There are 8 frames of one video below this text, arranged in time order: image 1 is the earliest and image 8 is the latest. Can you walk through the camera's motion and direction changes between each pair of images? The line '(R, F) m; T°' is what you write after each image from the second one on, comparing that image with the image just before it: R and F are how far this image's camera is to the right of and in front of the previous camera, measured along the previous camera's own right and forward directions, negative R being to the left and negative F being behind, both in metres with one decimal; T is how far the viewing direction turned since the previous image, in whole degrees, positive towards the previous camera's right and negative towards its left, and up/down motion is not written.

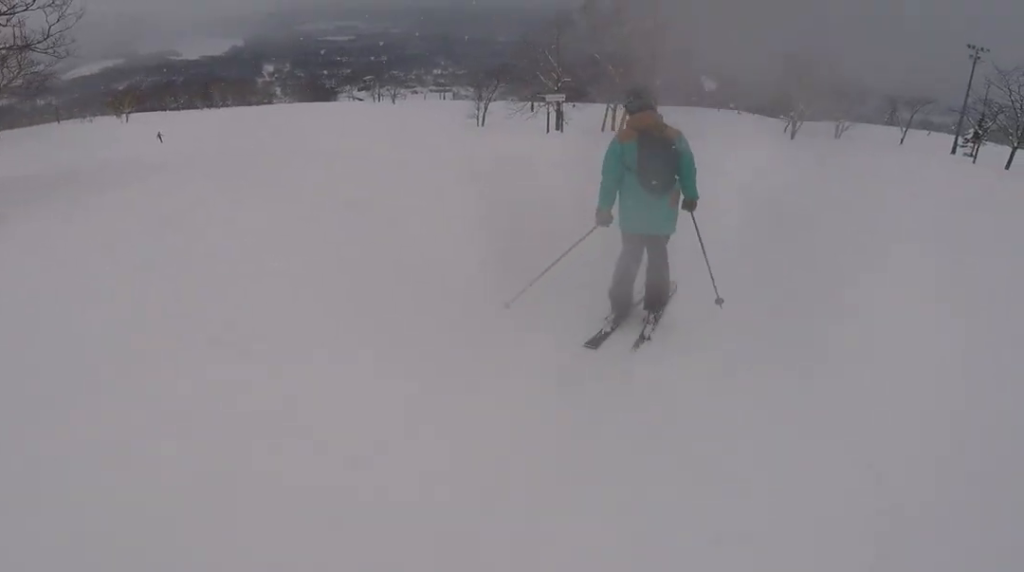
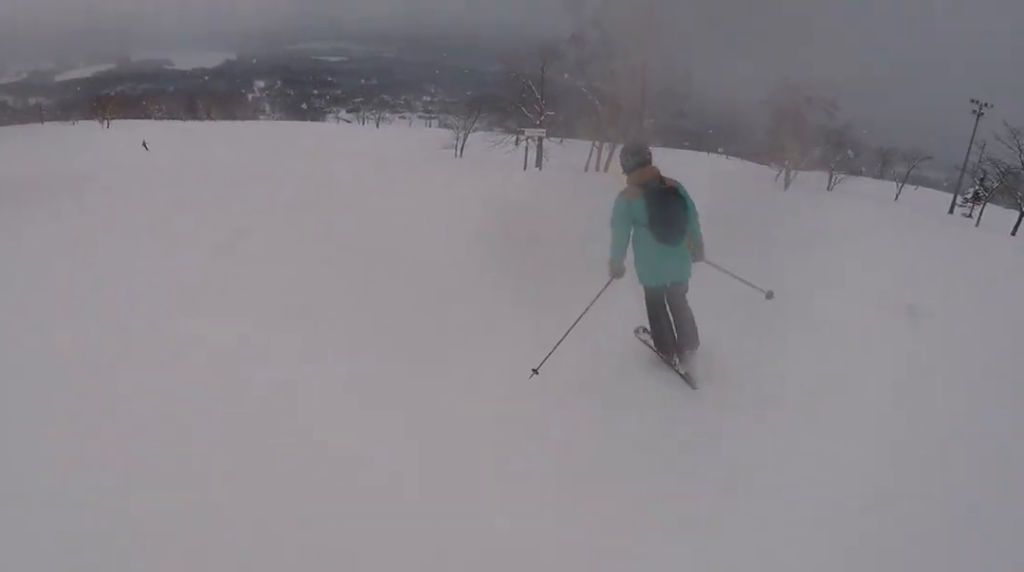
(-0.2, +4.0) m; -3°
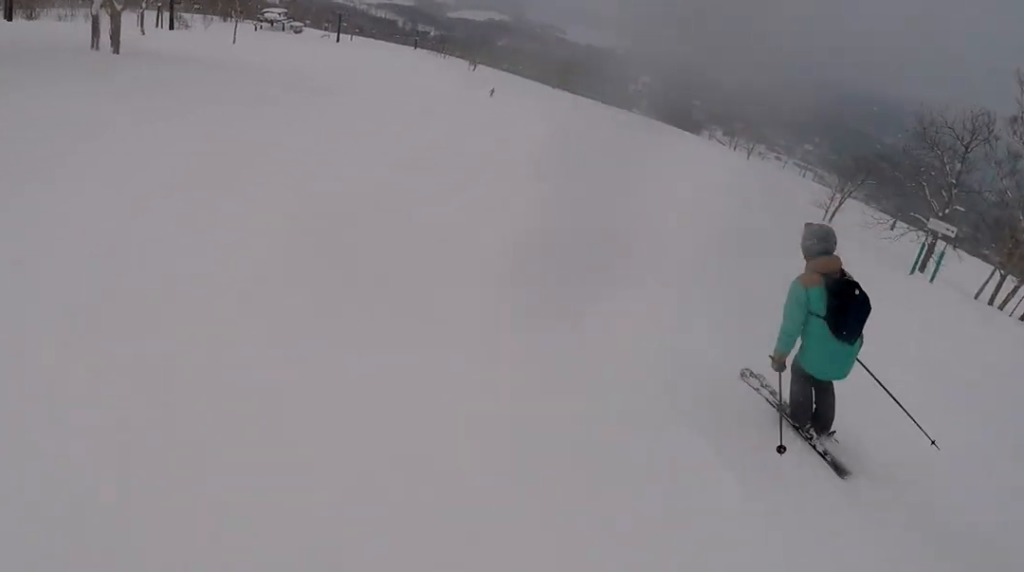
(-0.4, +8.2) m; -16°
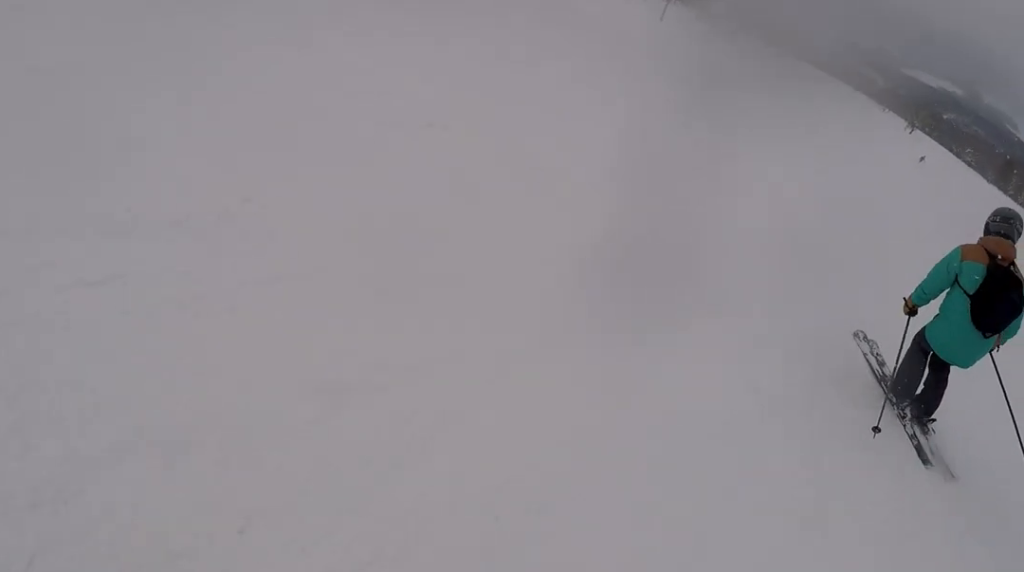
(-1.2, +5.7) m; -9°
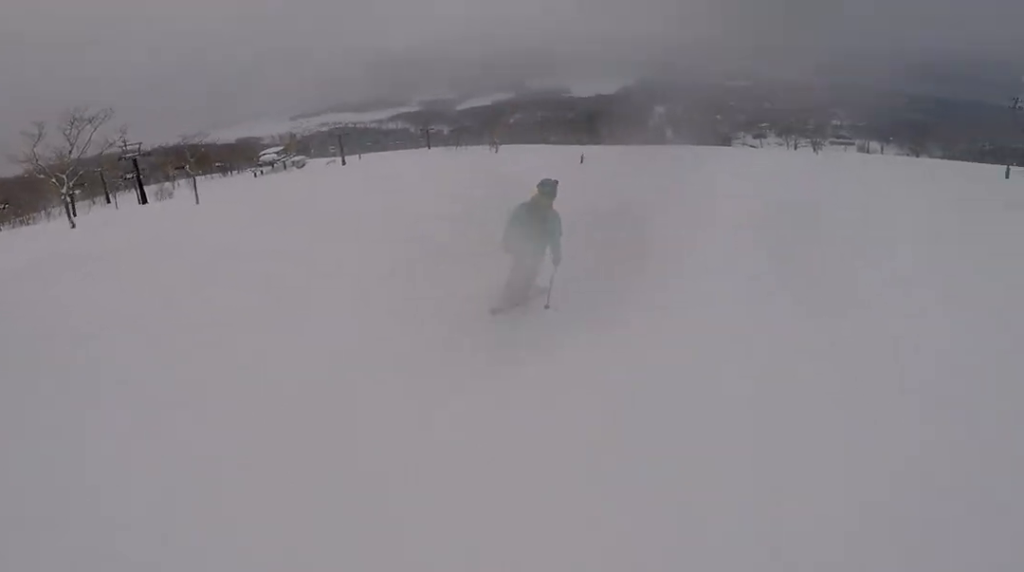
(+2.3, +16.1) m; +17°
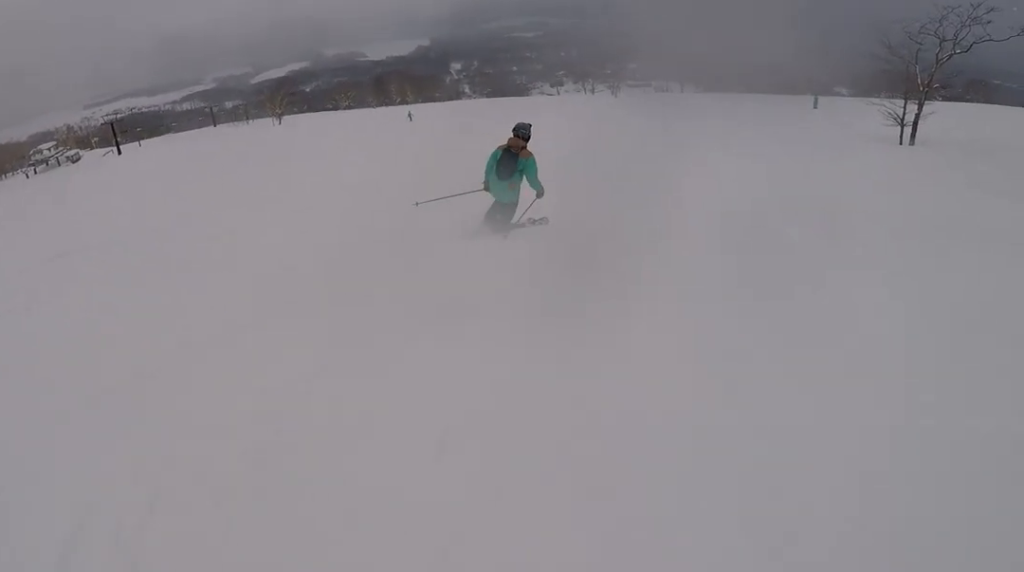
(+0.7, +9.0) m; +8°
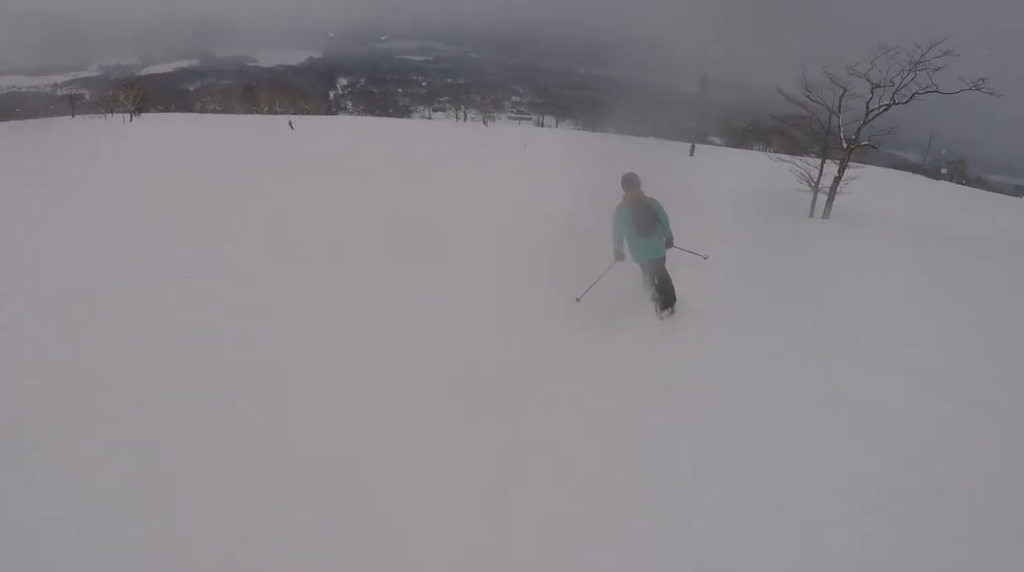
(+0.7, +10.2) m; +6°
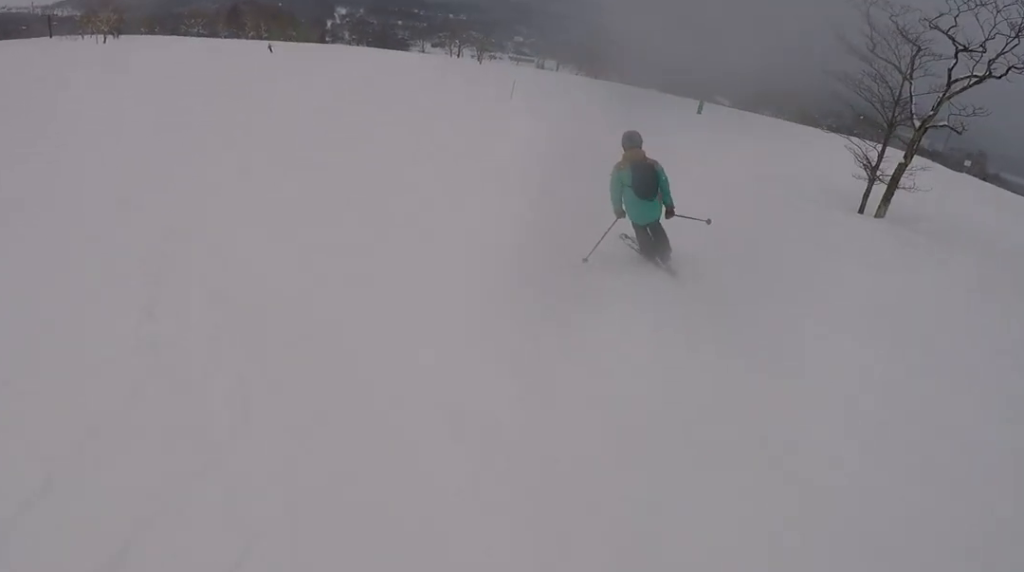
(+0.1, +5.6) m; -4°
